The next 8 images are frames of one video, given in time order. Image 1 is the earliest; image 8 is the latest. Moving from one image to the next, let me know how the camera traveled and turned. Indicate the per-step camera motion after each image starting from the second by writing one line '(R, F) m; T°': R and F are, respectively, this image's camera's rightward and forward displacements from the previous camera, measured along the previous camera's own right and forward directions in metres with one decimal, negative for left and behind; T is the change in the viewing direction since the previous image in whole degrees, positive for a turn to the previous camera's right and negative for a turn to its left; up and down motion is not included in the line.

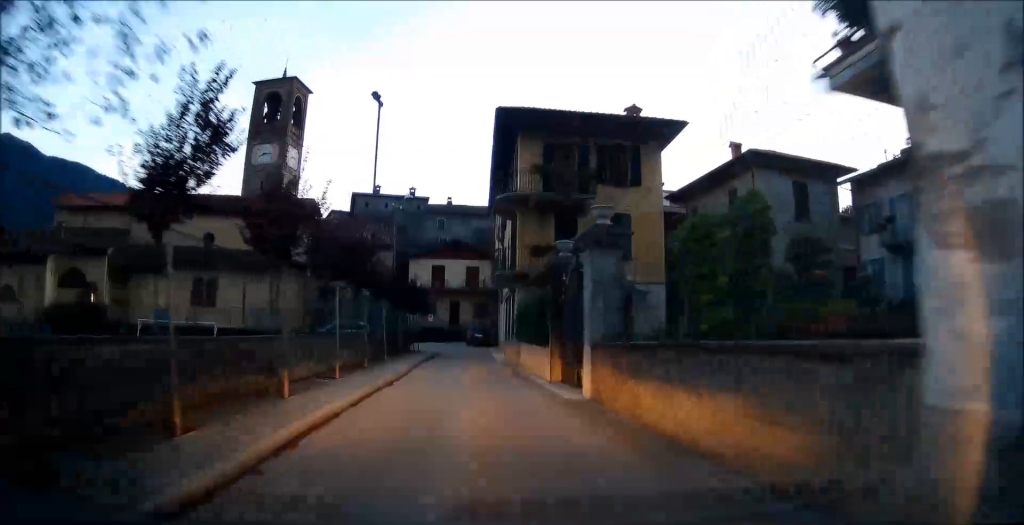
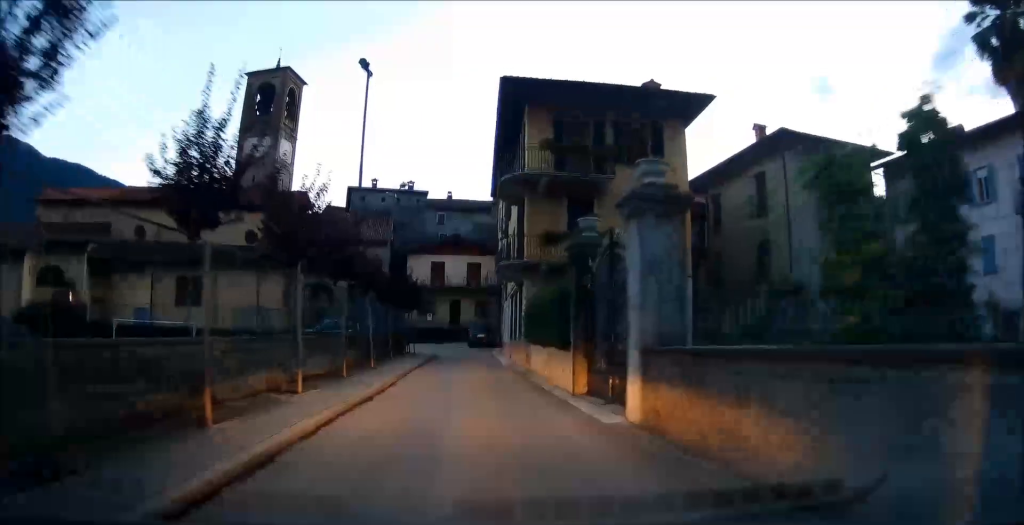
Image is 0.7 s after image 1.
(+0.1, +3.2) m; 0°
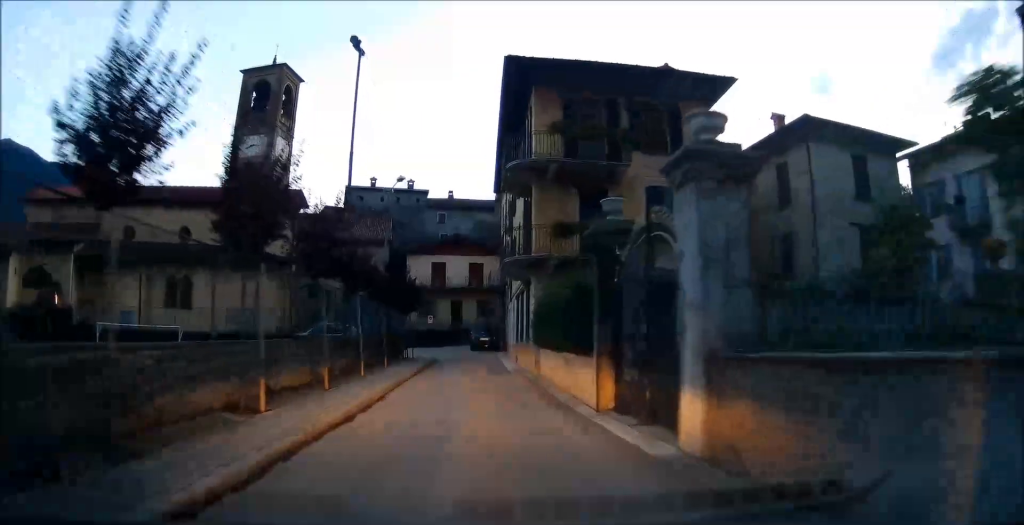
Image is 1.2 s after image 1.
(-0.1, +2.2) m; -2°
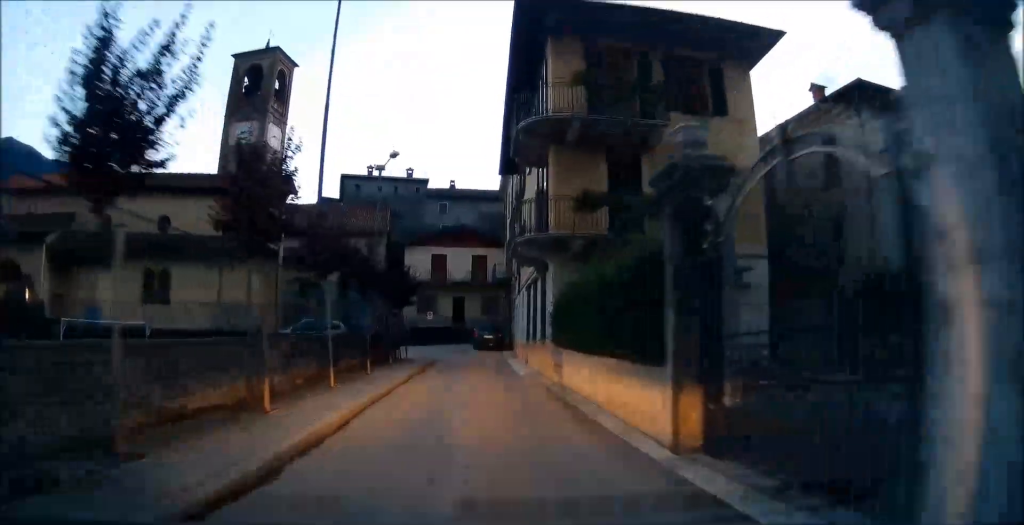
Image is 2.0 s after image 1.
(-0.1, +4.0) m; -3°
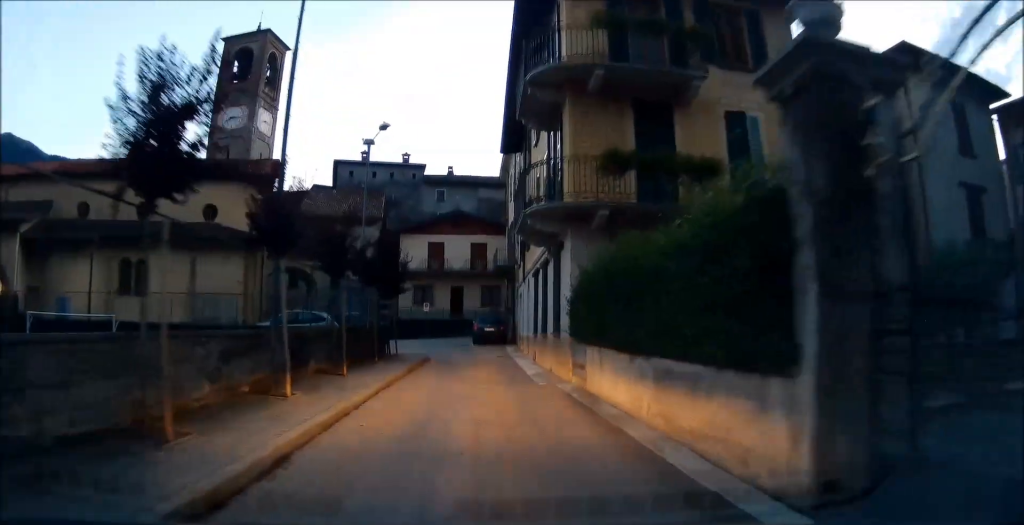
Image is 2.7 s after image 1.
(0.0, +3.0) m; -1°
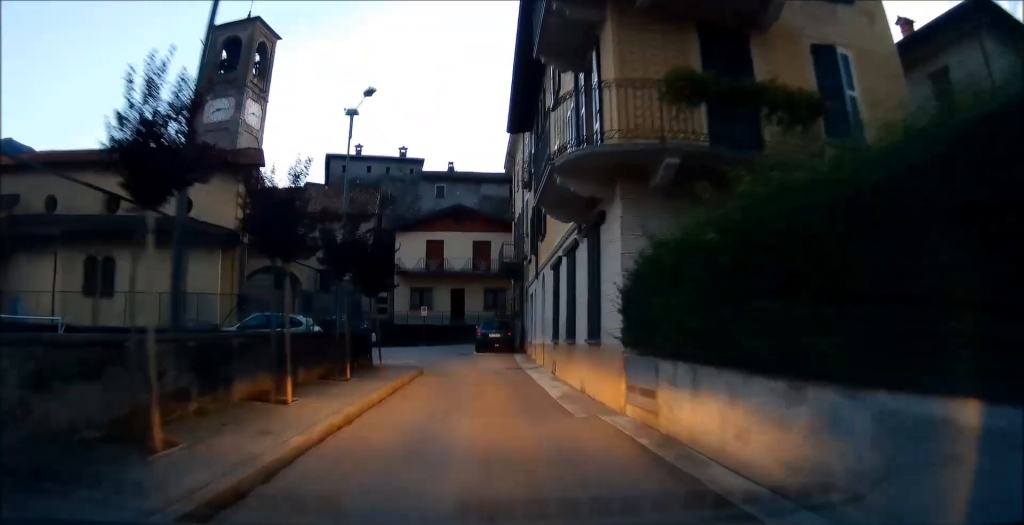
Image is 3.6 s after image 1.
(-0.2, +4.4) m; +2°
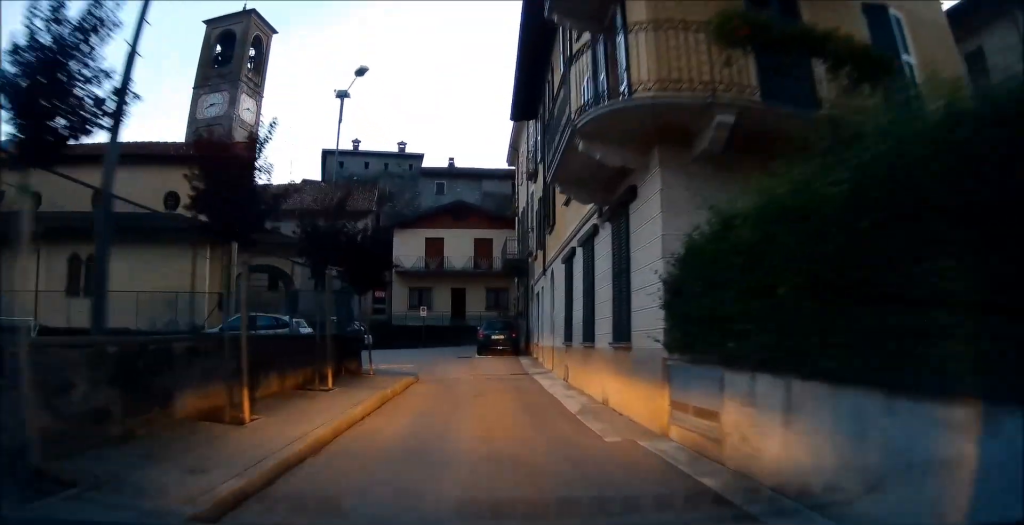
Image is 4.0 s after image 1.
(+0.1, +2.0) m; +4°
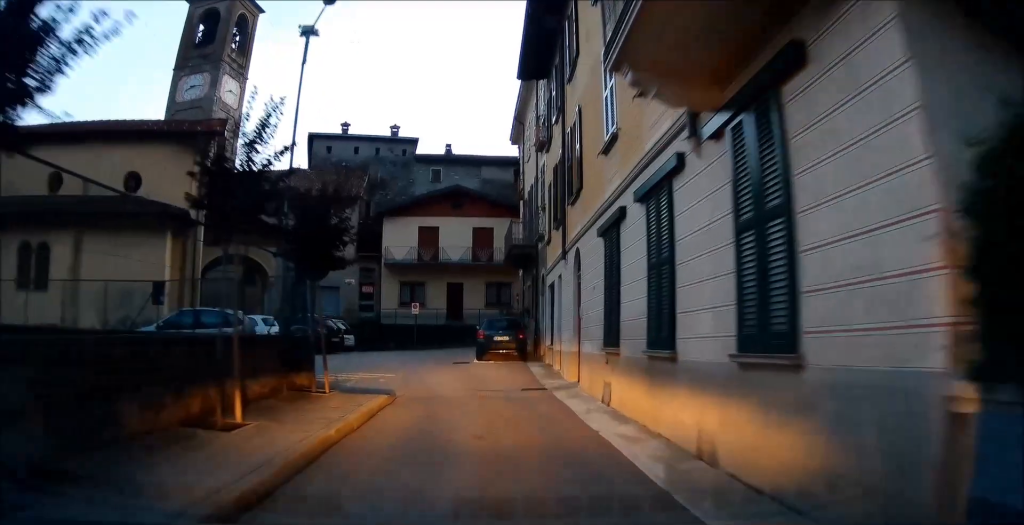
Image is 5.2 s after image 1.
(+0.4, +5.0) m; 0°
